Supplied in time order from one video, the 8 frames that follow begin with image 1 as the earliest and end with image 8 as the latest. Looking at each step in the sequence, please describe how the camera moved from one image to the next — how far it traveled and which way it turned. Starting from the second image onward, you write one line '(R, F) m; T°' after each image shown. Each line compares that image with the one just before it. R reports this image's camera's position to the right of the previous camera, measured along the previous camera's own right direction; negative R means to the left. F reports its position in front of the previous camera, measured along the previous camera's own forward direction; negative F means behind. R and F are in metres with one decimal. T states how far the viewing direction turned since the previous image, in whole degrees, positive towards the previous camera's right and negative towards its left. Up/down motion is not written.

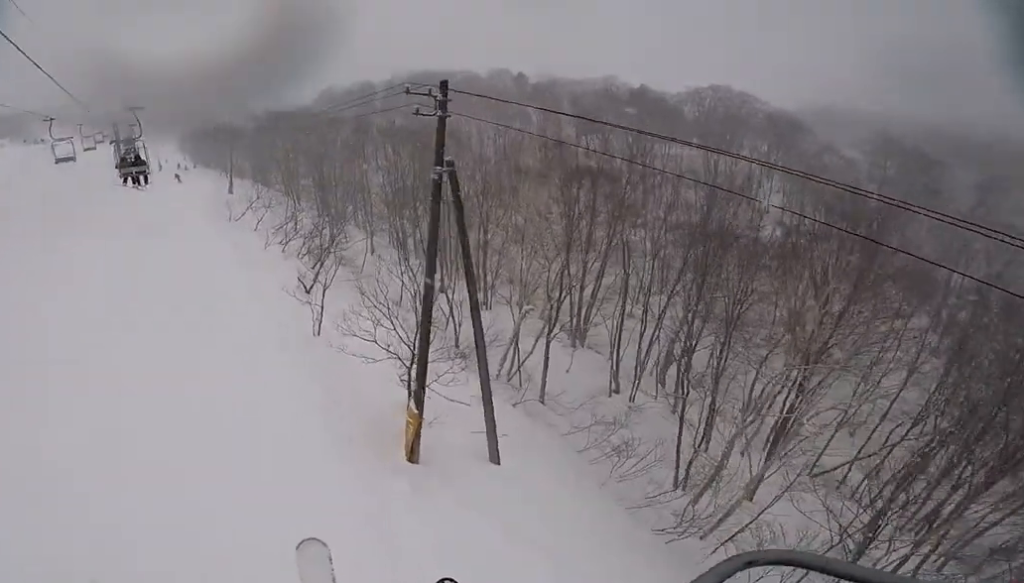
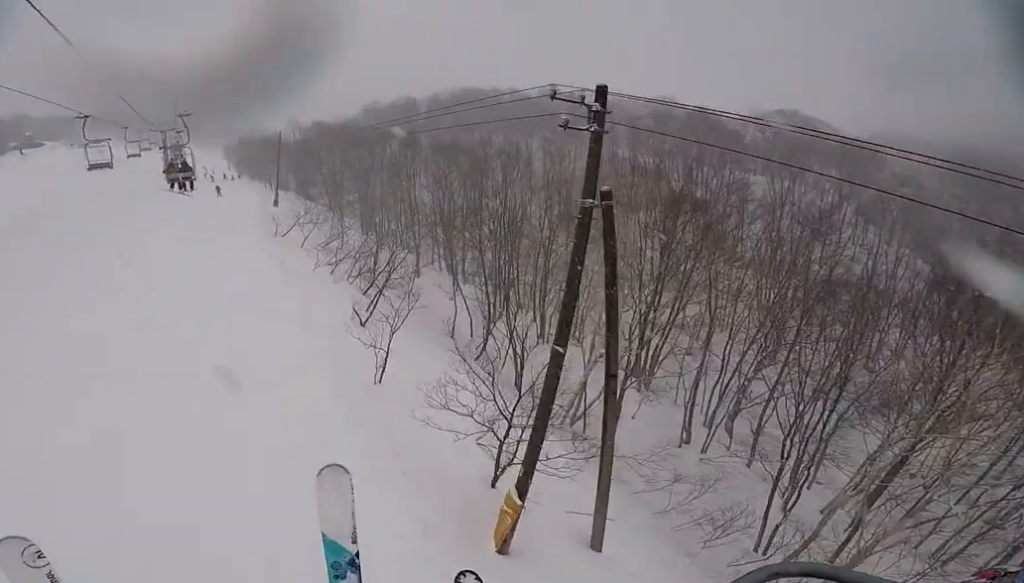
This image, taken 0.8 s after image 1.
(0.0, +3.1) m; 0°
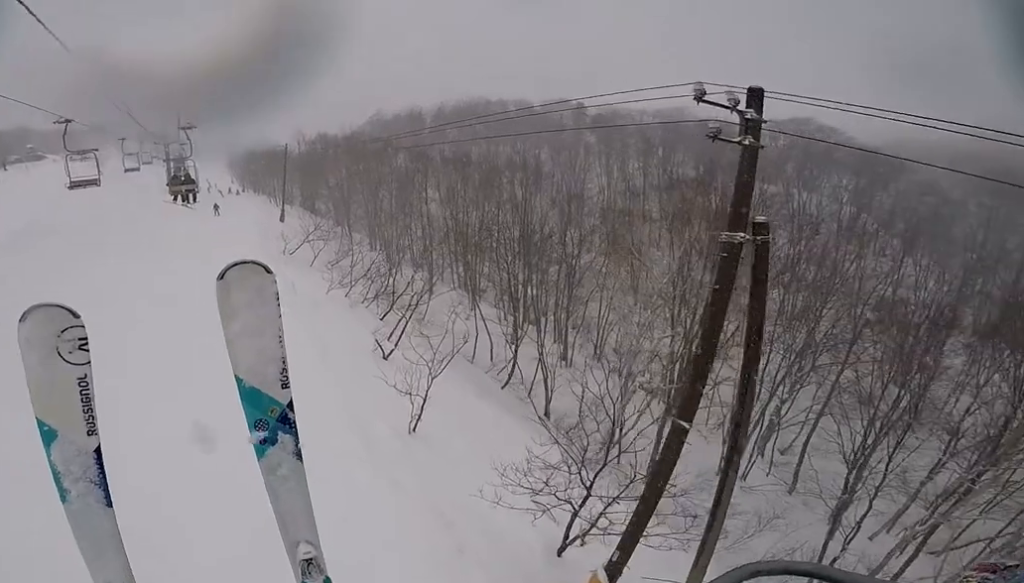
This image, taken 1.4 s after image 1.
(0.0, +2.5) m; 0°
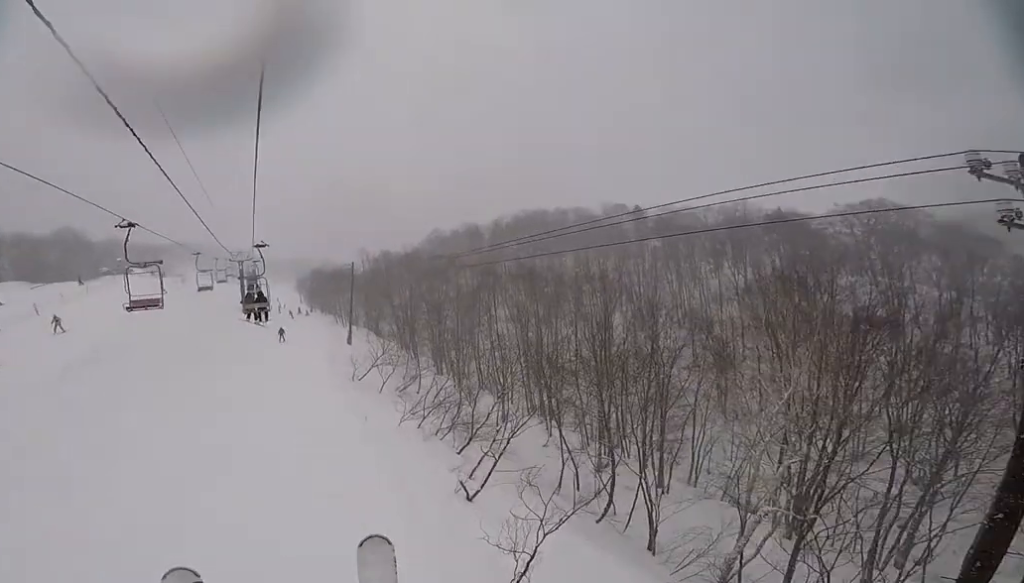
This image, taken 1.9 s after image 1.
(0.0, +2.1) m; 0°
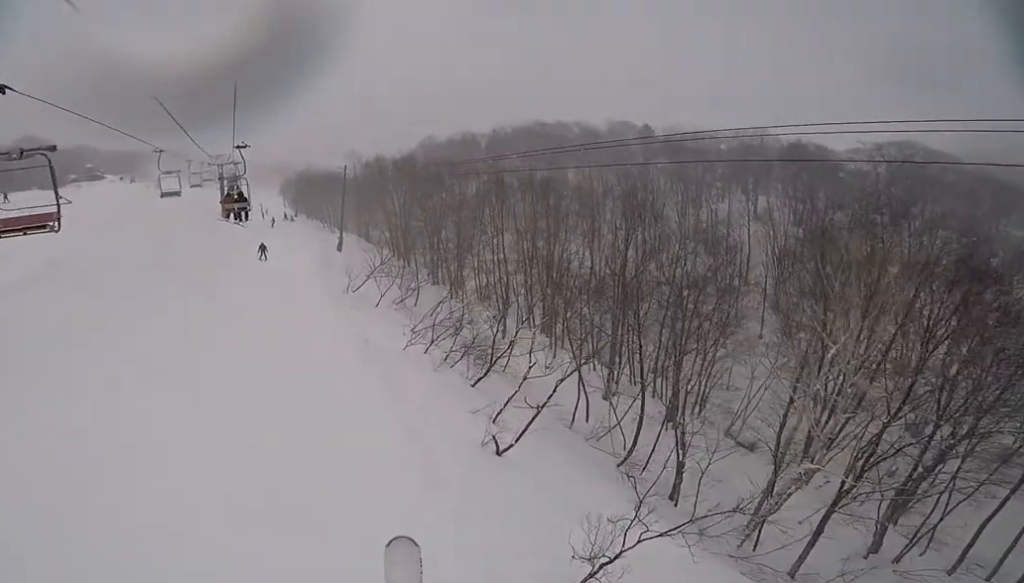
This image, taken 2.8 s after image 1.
(0.0, +3.5) m; 0°
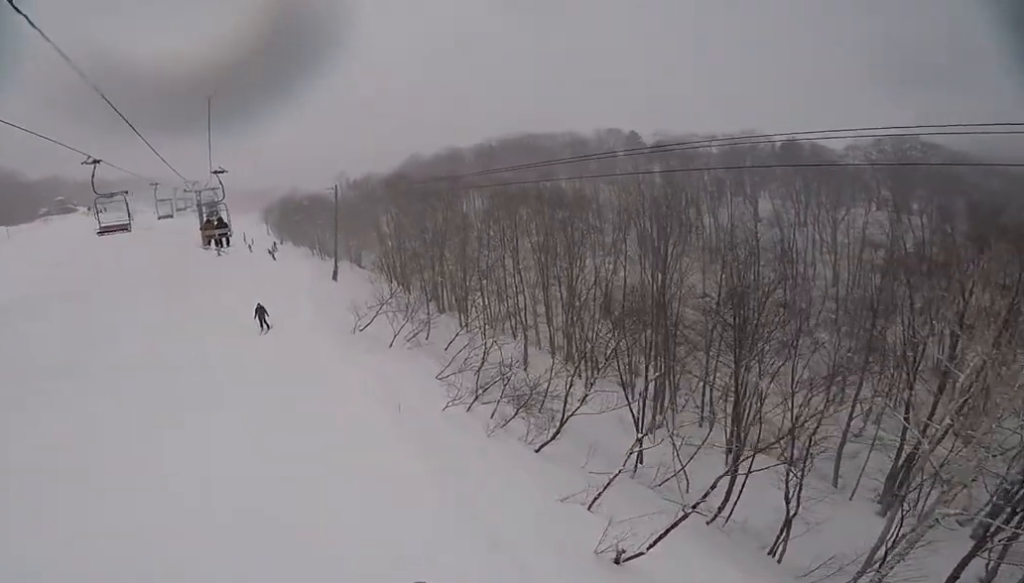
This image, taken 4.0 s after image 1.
(0.0, +5.1) m; 0°
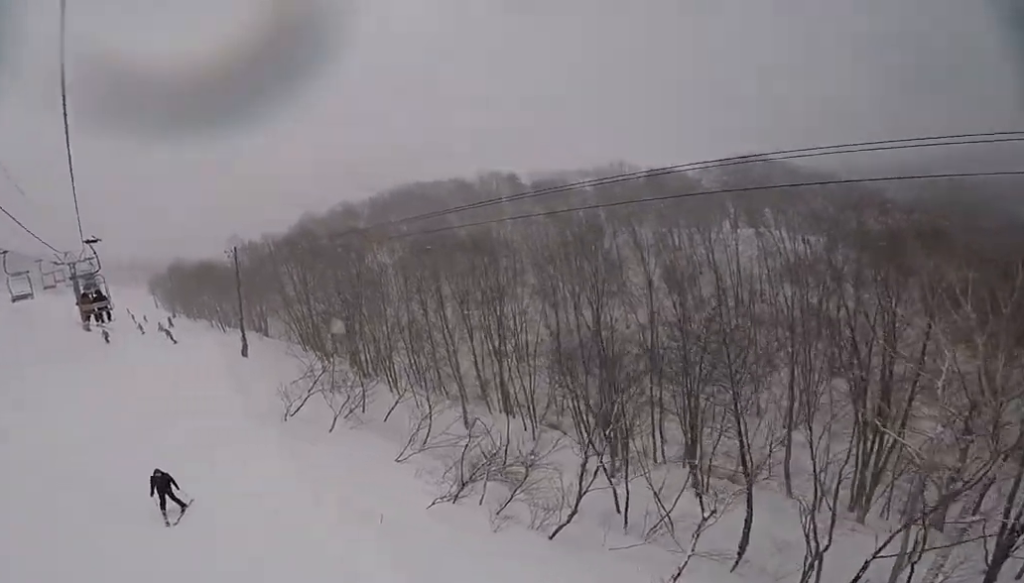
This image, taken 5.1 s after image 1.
(0.0, +4.2) m; -1°
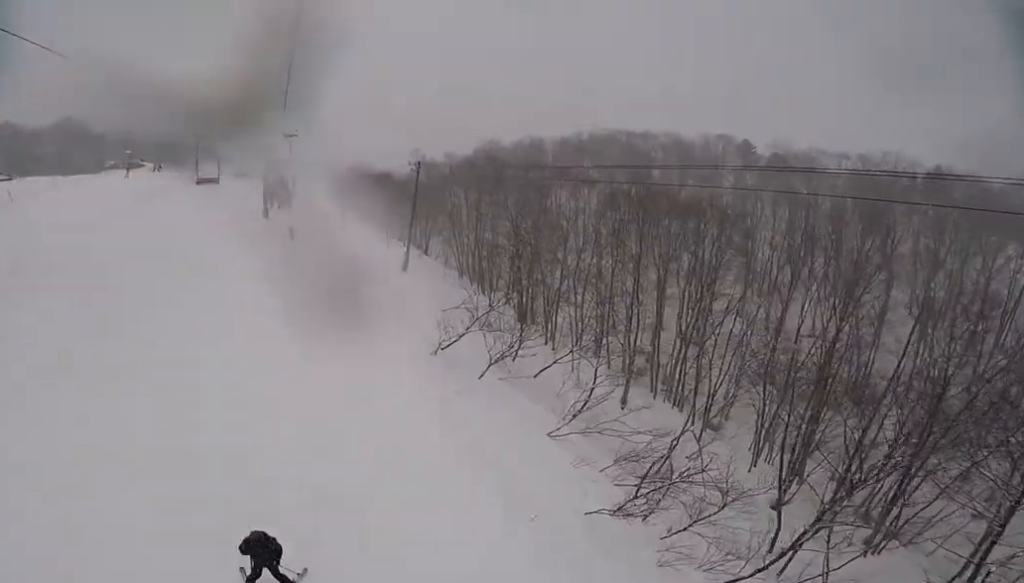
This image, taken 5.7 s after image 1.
(0.0, +2.7) m; -4°
